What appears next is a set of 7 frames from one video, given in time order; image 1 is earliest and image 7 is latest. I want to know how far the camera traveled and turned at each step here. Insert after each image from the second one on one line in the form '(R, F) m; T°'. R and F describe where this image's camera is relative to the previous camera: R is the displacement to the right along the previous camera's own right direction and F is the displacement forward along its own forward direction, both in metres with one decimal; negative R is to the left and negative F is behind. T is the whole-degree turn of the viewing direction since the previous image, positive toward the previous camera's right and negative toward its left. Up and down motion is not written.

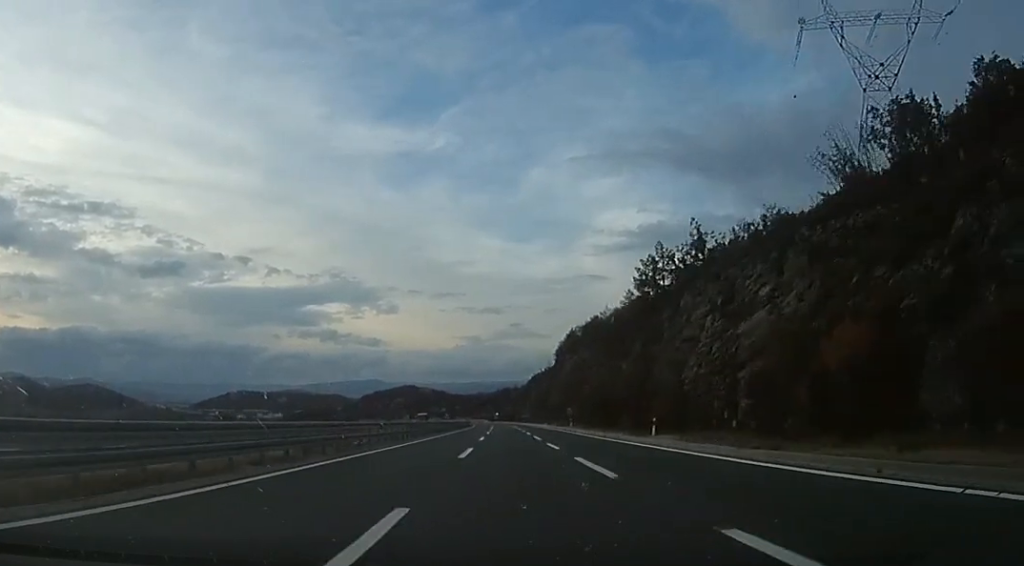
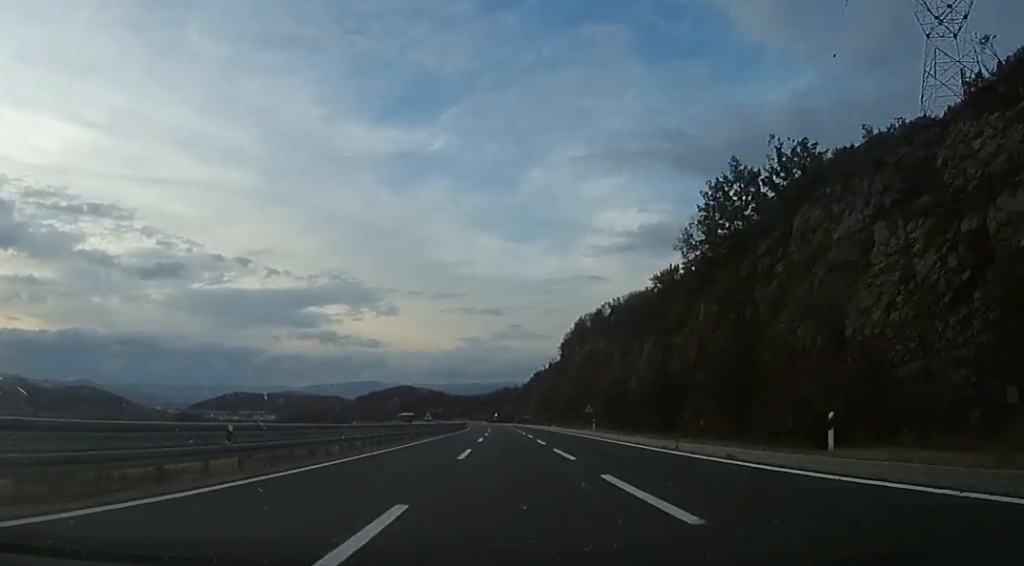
(-0.3, +17.1) m; 0°
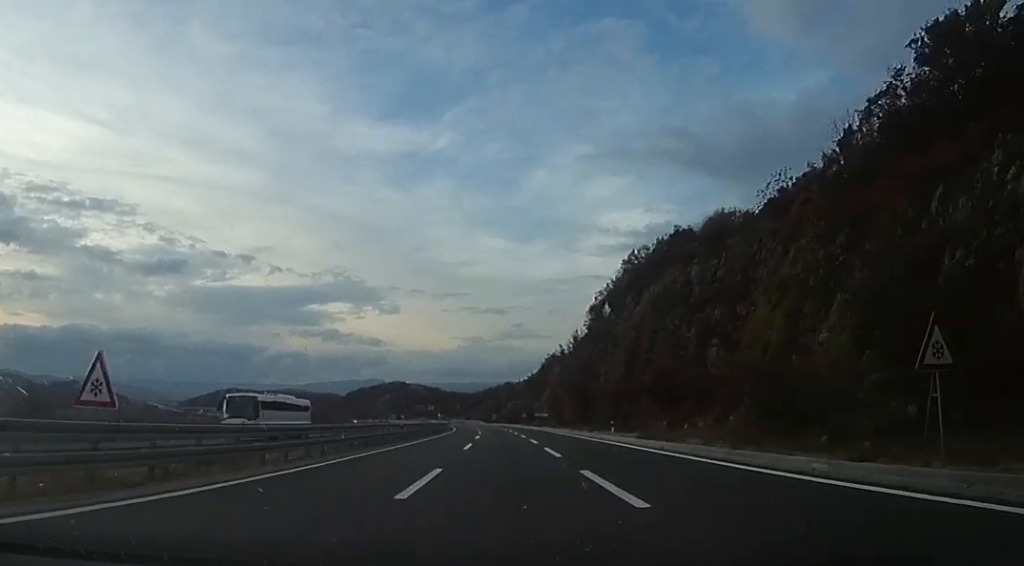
(+0.8, +45.6) m; +1°
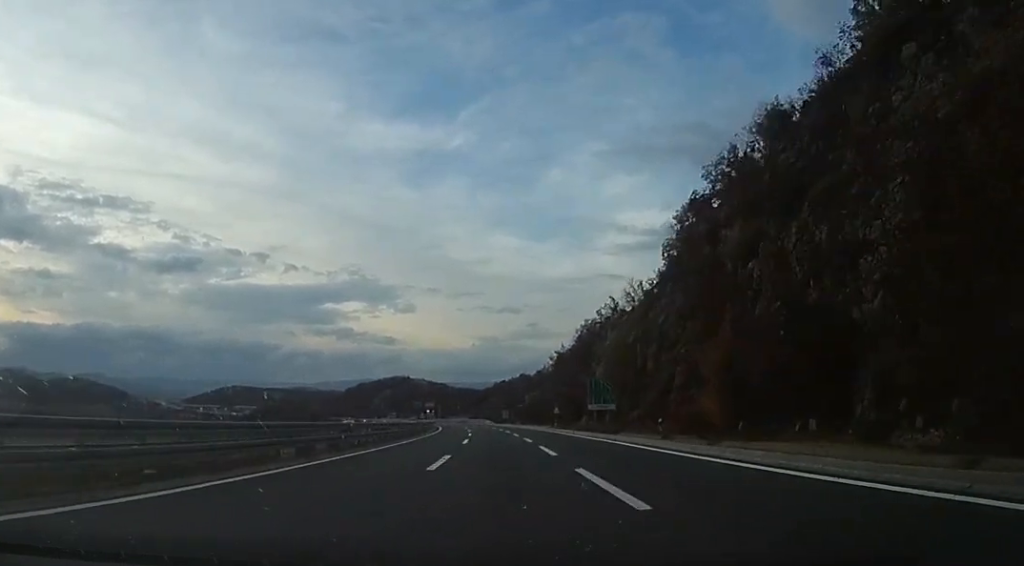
(-0.5, +46.4) m; -2°
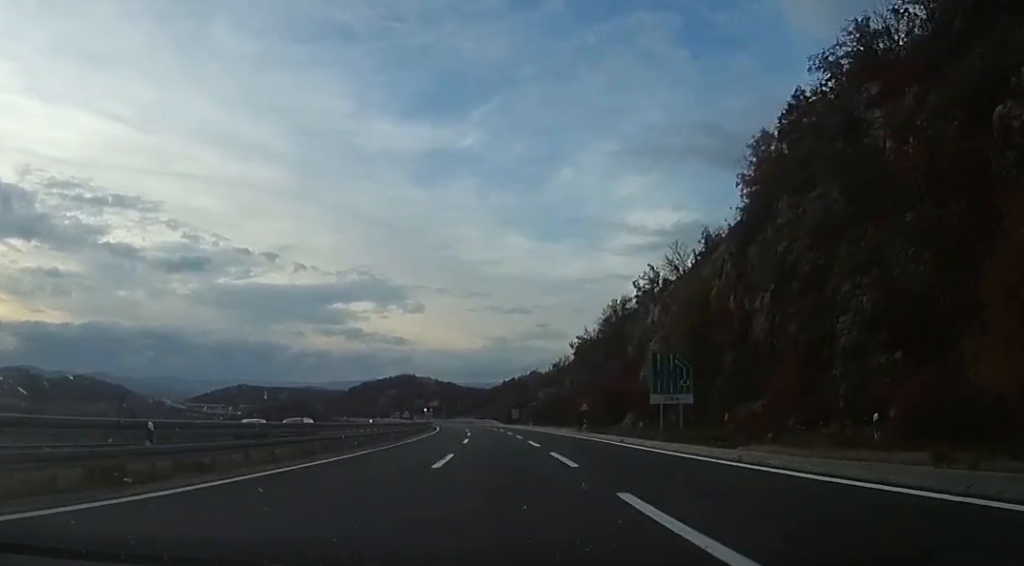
(0.0, +16.7) m; -2°
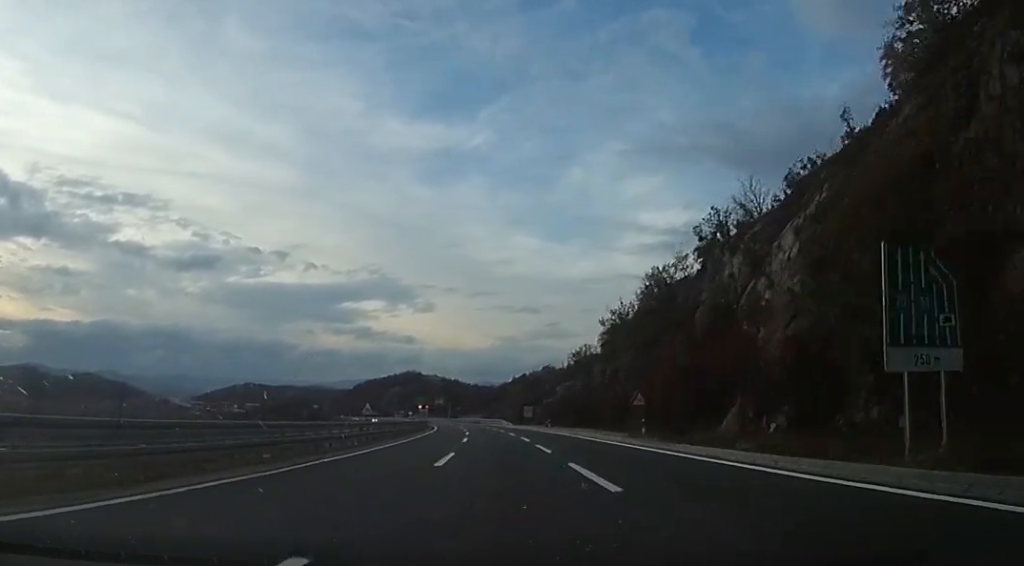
(-0.5, +17.1) m; -1°
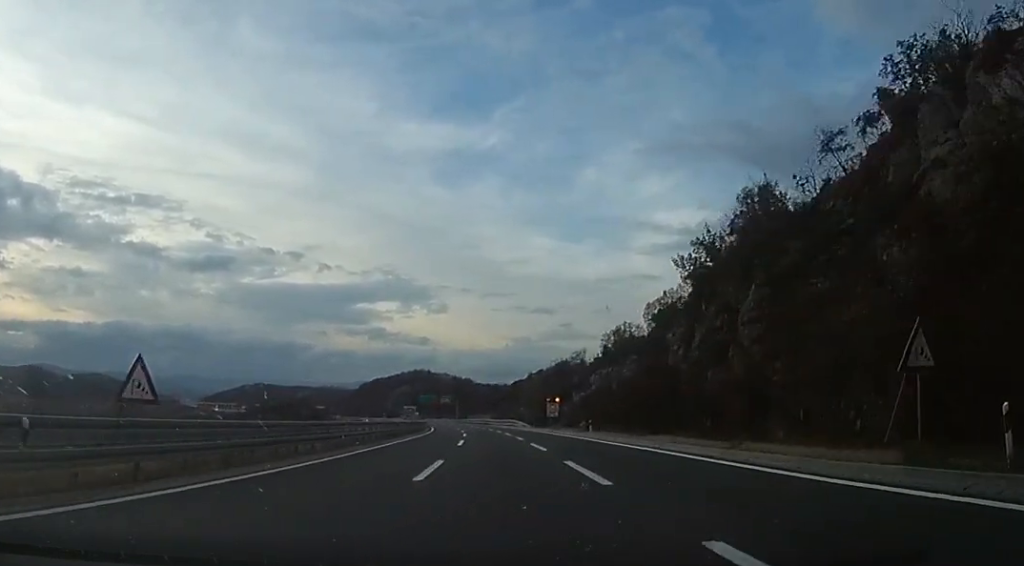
(-0.3, +22.4) m; 0°
